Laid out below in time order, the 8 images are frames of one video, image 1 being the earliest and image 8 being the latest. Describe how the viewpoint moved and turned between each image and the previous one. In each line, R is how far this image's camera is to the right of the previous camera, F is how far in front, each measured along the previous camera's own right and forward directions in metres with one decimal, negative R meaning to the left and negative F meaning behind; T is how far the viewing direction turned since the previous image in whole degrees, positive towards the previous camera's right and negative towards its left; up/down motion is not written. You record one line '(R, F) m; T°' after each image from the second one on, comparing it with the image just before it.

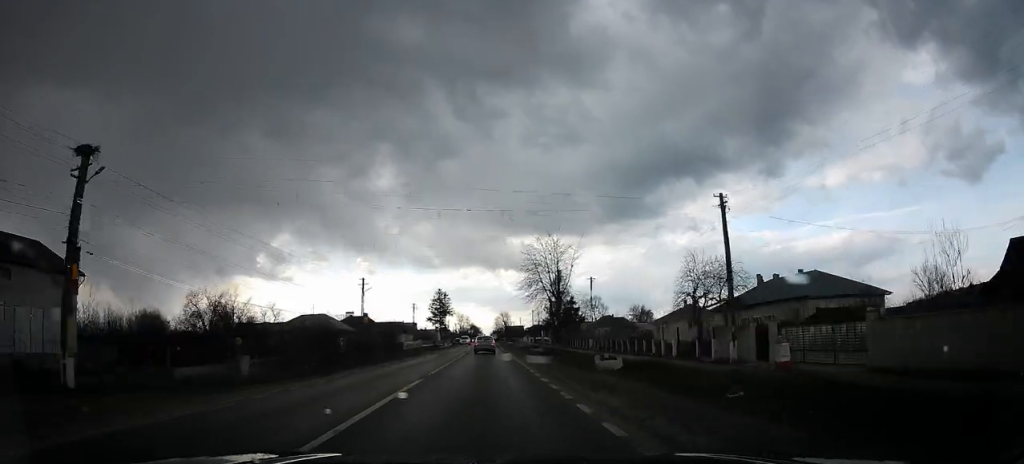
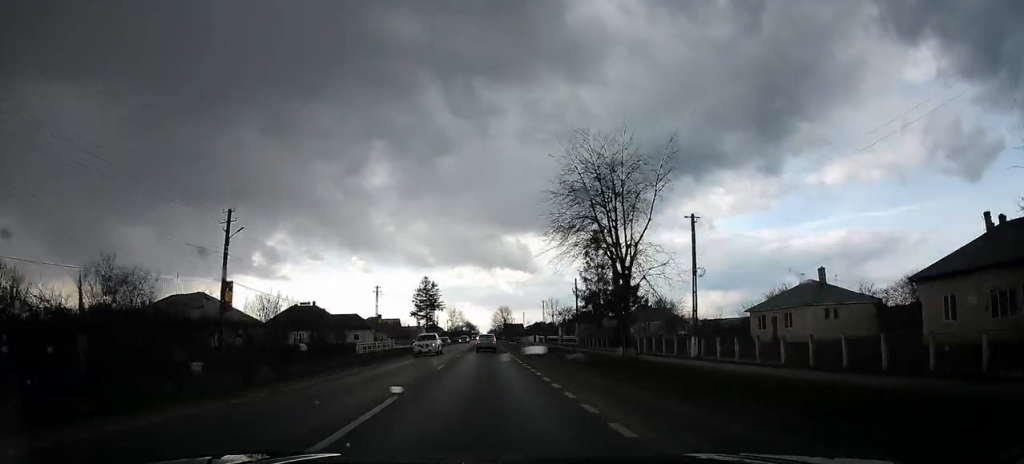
(-0.2, +28.5) m; -1°
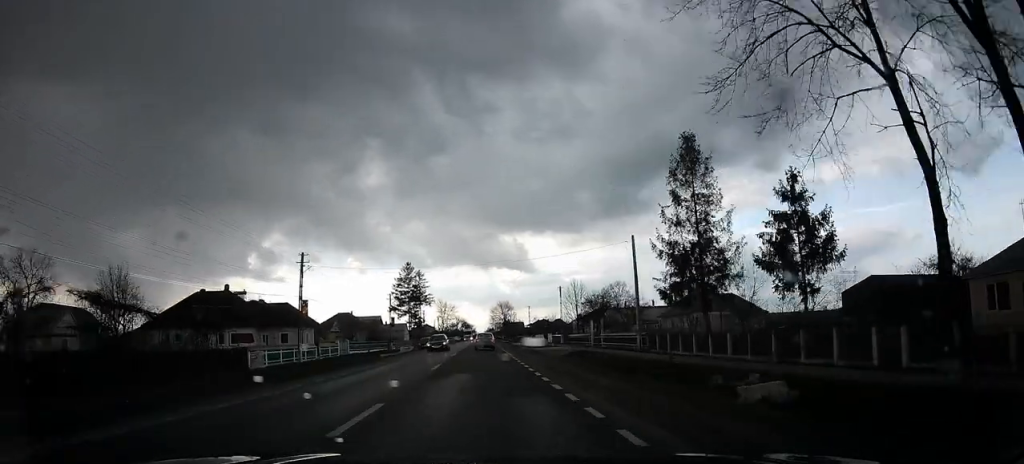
(+0.7, +24.6) m; +3°
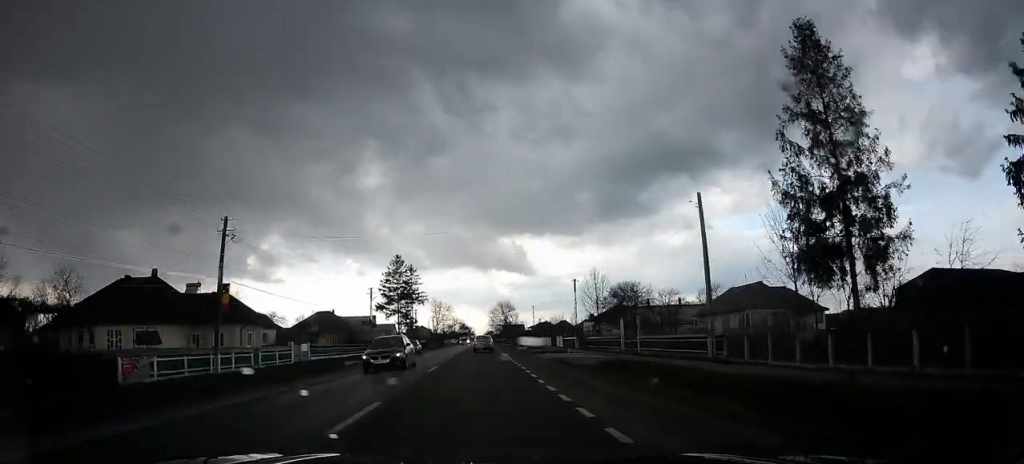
(+0.2, +11.8) m; -1°
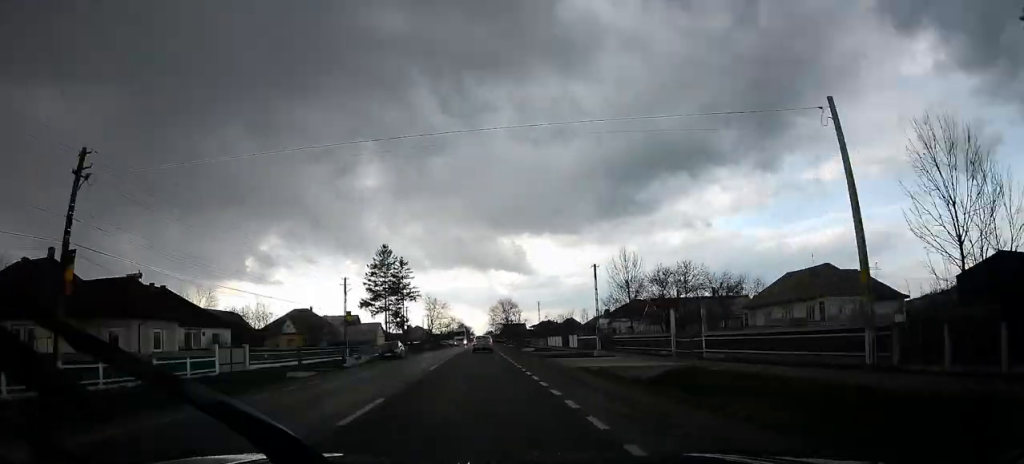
(-0.1, +11.1) m; -1°
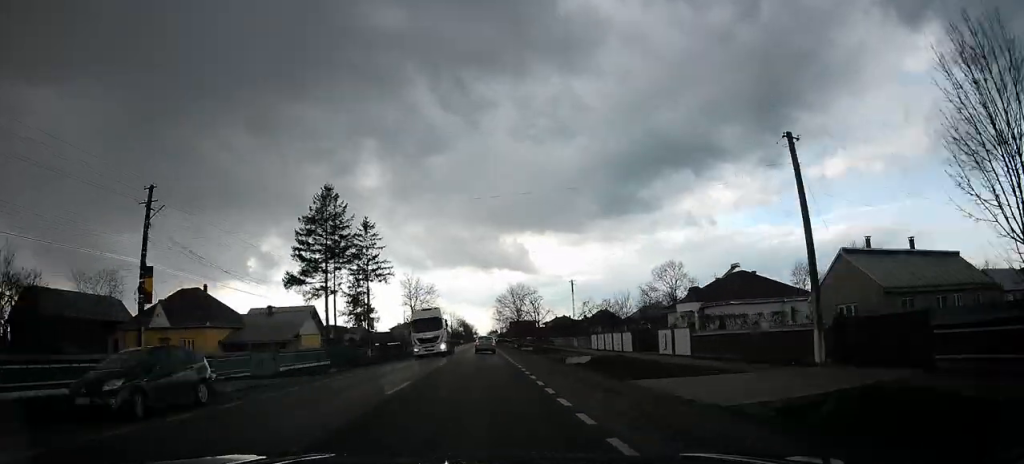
(-1.2, +31.6) m; 0°
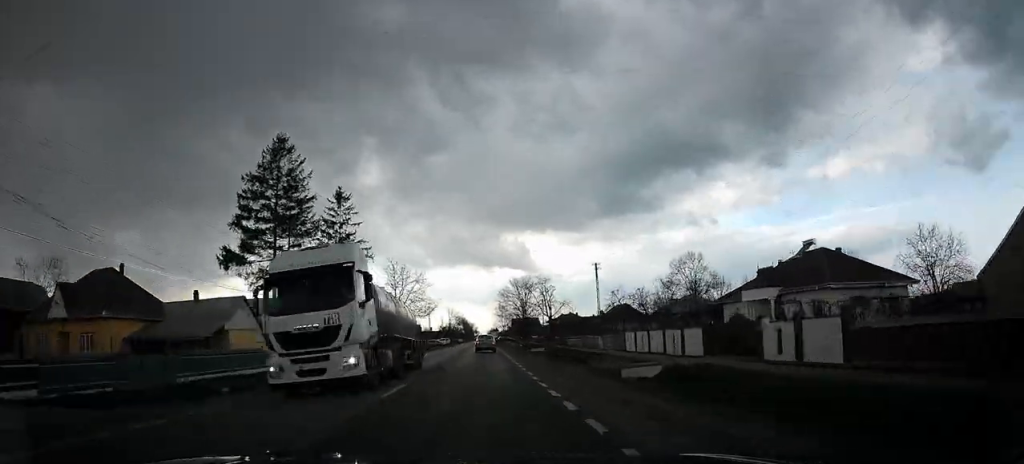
(+0.5, +12.7) m; 0°
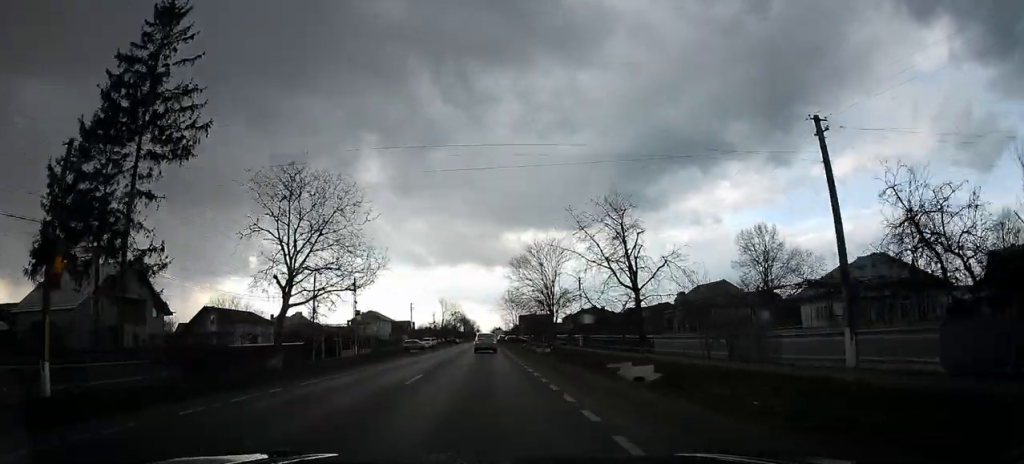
(-0.4, +33.9) m; 0°
